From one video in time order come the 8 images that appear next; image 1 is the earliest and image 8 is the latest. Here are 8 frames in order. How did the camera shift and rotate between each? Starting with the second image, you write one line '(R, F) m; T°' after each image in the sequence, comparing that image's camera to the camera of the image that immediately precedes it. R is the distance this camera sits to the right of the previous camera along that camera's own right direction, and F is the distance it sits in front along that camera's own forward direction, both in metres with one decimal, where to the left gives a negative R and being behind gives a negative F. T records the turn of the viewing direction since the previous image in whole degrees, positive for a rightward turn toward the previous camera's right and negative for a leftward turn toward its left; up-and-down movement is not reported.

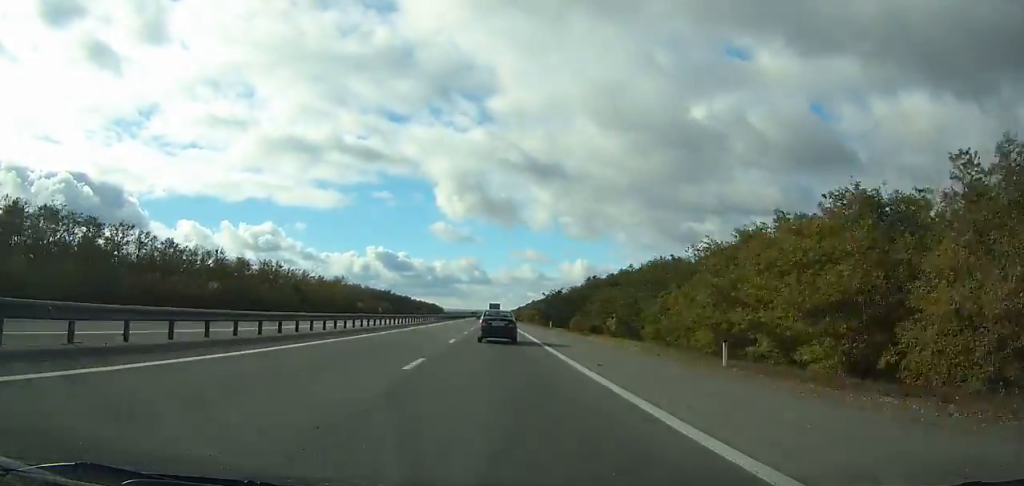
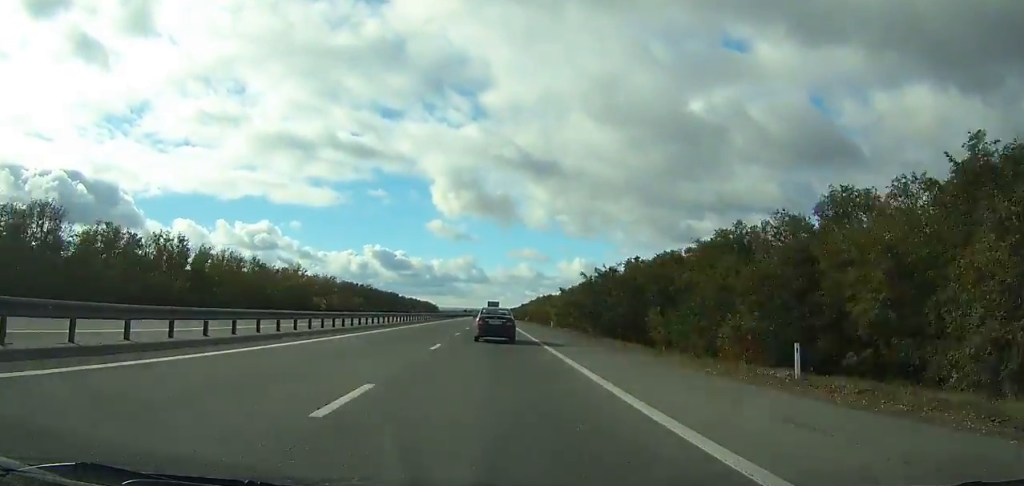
(+0.1, +53.0) m; 0°
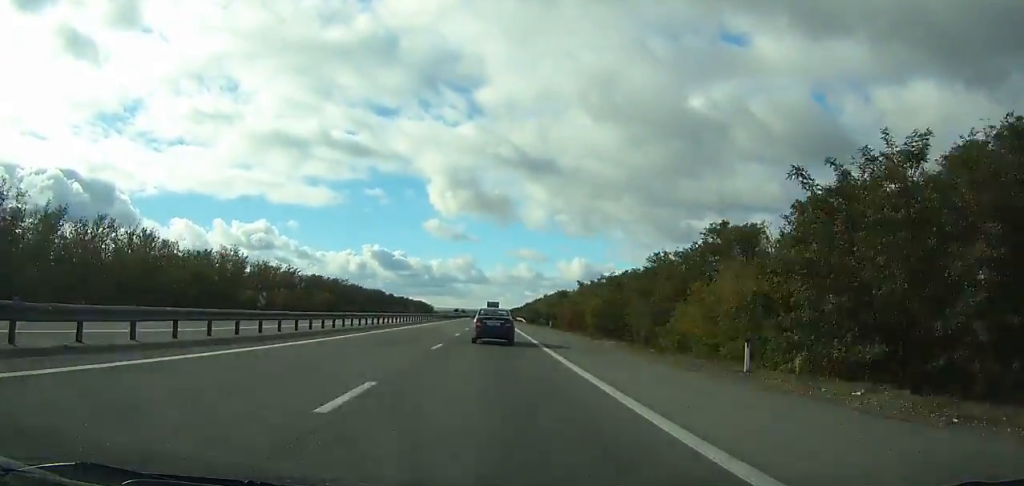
(-0.1, +46.6) m; 0°
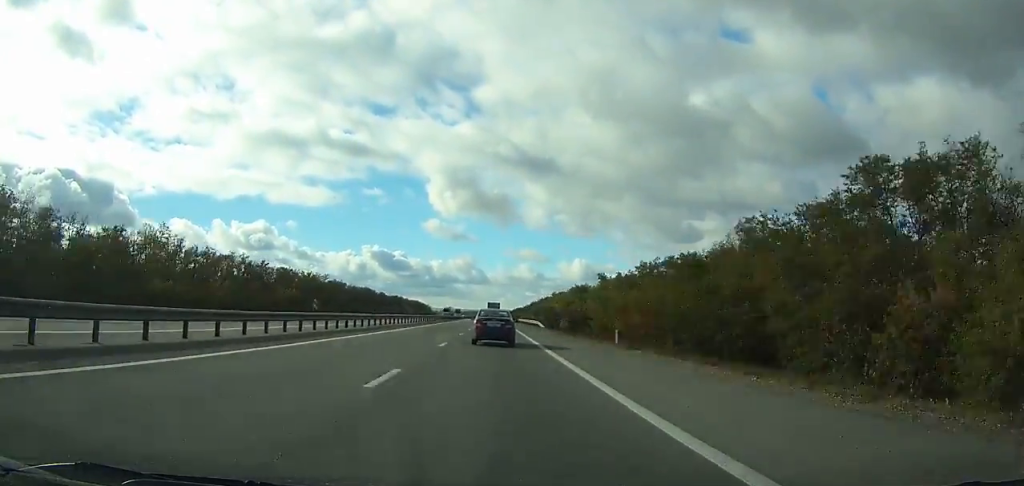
(0.0, +32.7) m; 0°
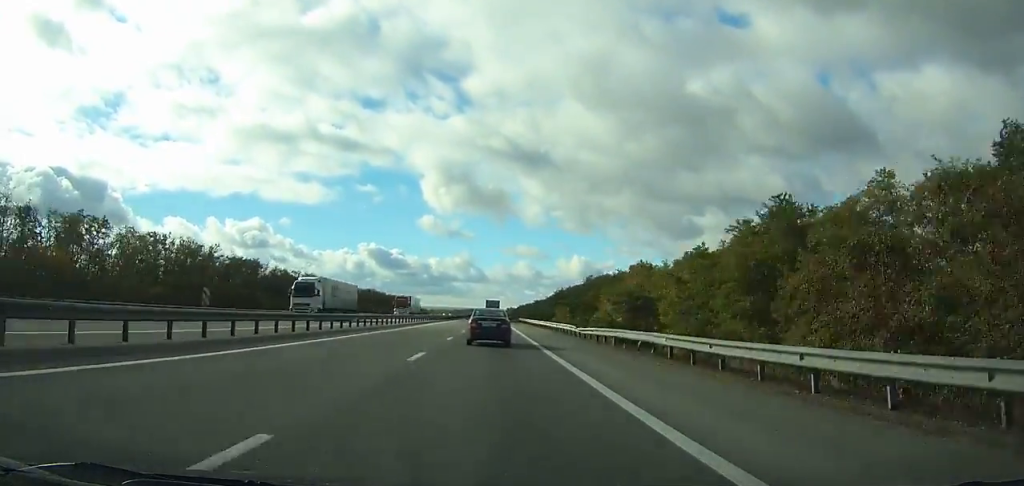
(0.0, +87.4) m; 0°
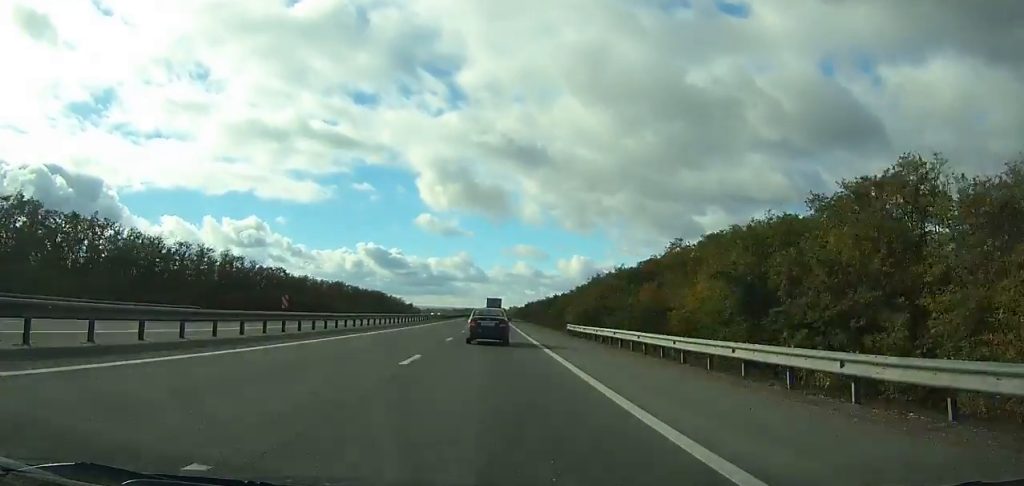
(-0.1, +69.1) m; 0°
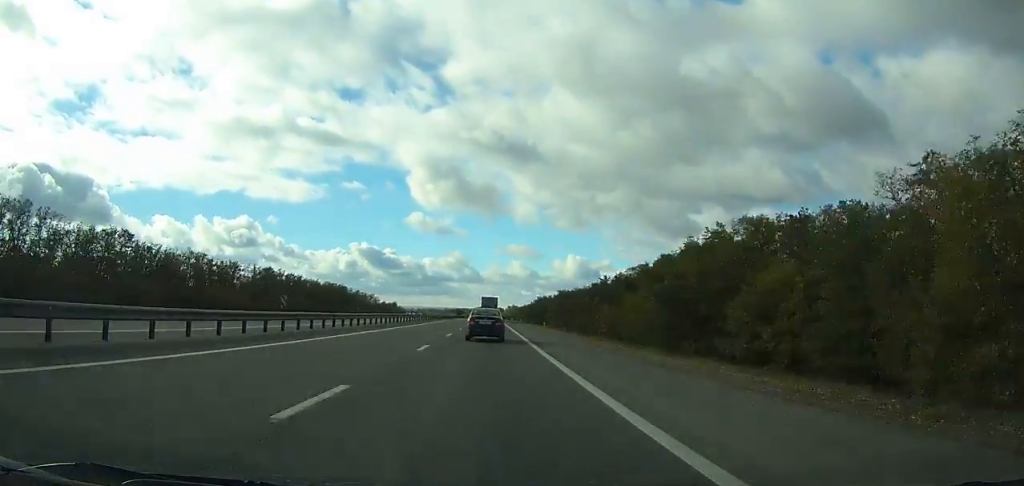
(0.0, +74.3) m; 0°
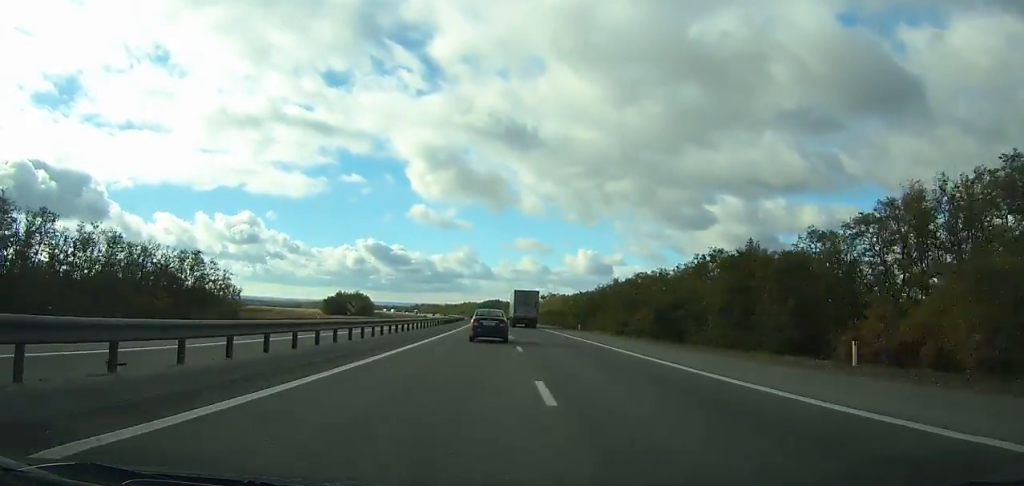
(-2.1, +204.7) m; -1°
